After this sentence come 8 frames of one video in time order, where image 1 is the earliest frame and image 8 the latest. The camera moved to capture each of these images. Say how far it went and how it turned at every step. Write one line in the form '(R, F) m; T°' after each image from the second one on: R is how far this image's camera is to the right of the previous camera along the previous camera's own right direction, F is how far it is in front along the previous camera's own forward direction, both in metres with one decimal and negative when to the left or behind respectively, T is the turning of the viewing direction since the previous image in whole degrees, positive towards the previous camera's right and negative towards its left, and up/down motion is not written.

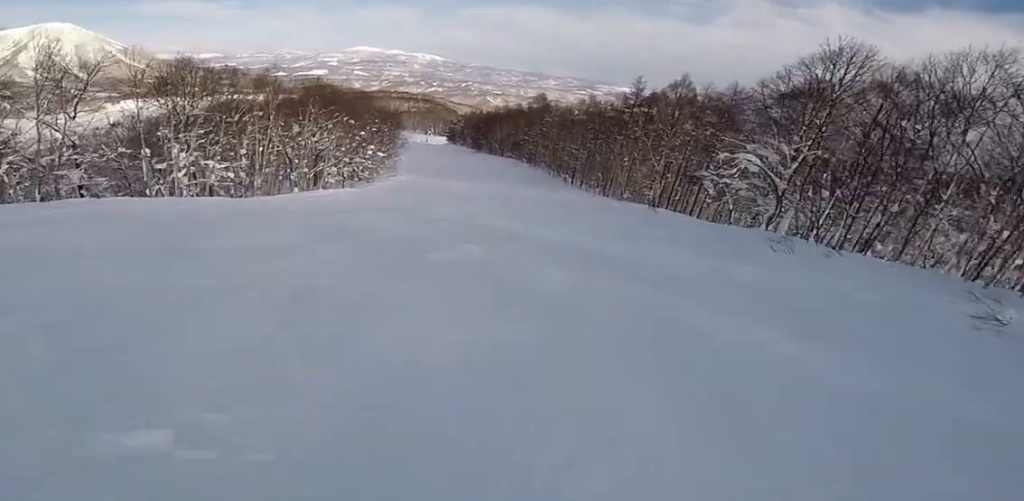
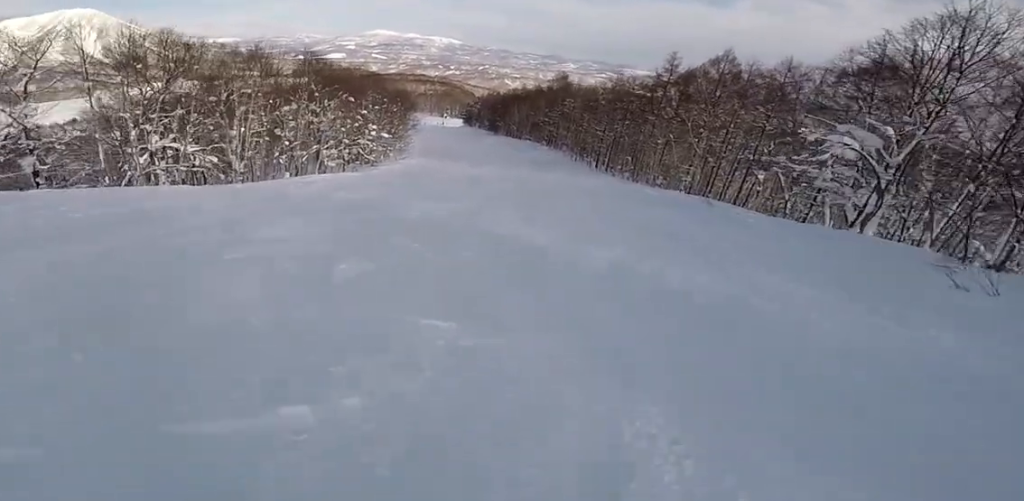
(+0.2, +5.8) m; -3°
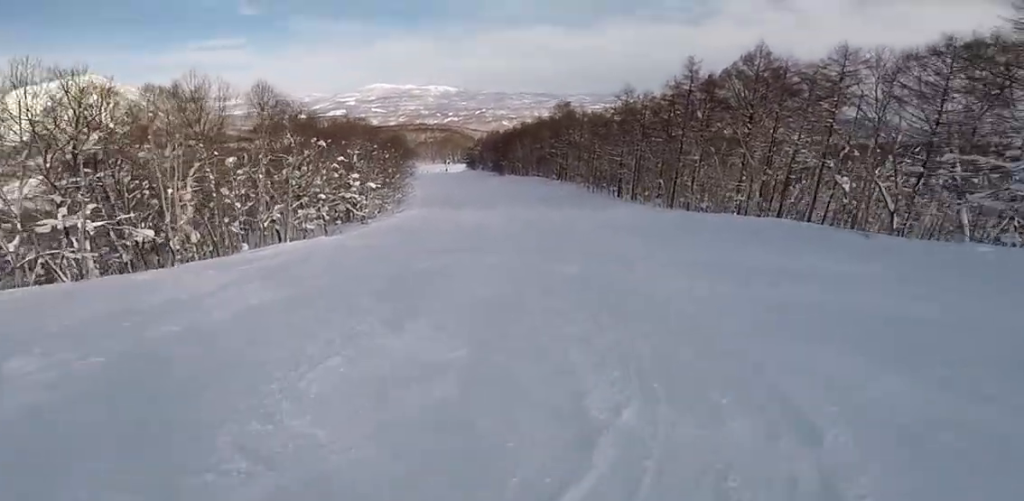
(-0.8, +10.4) m; -1°
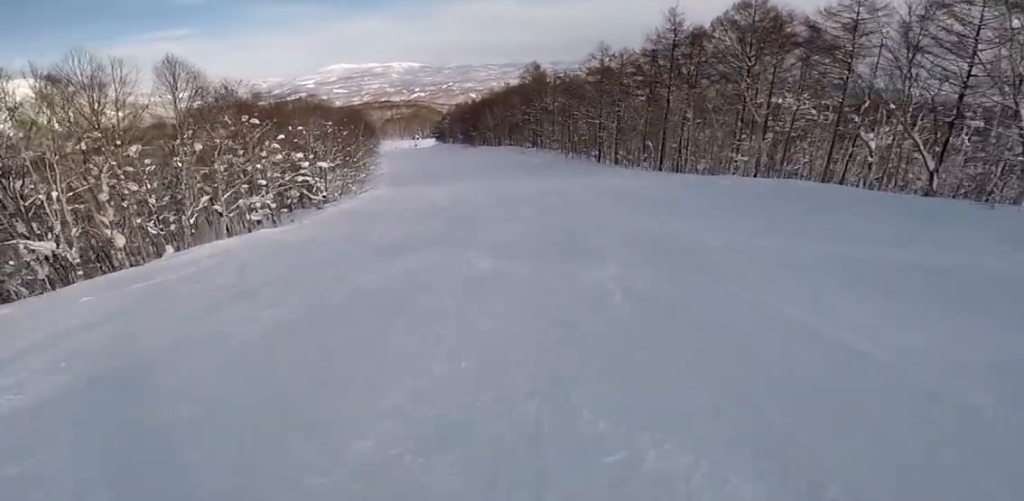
(+0.2, +5.3) m; 0°
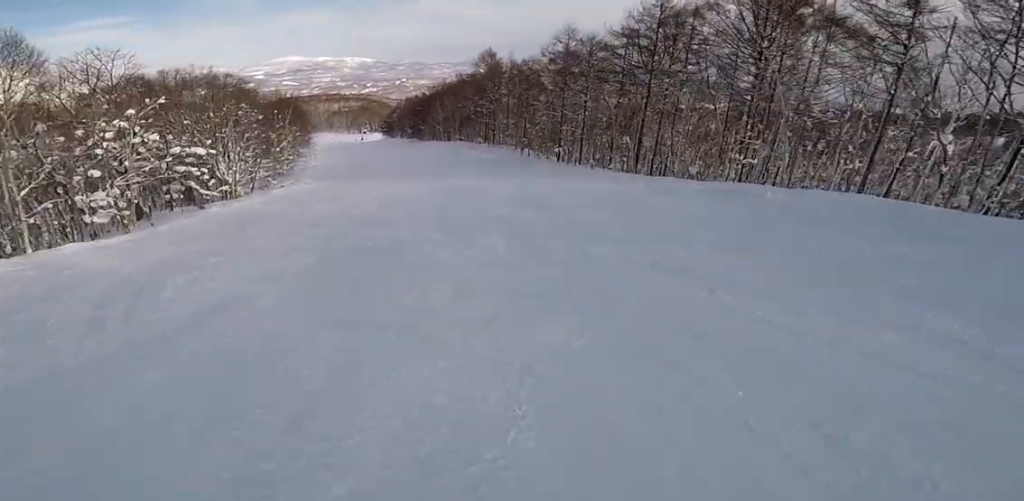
(+0.3, +10.2) m; 0°
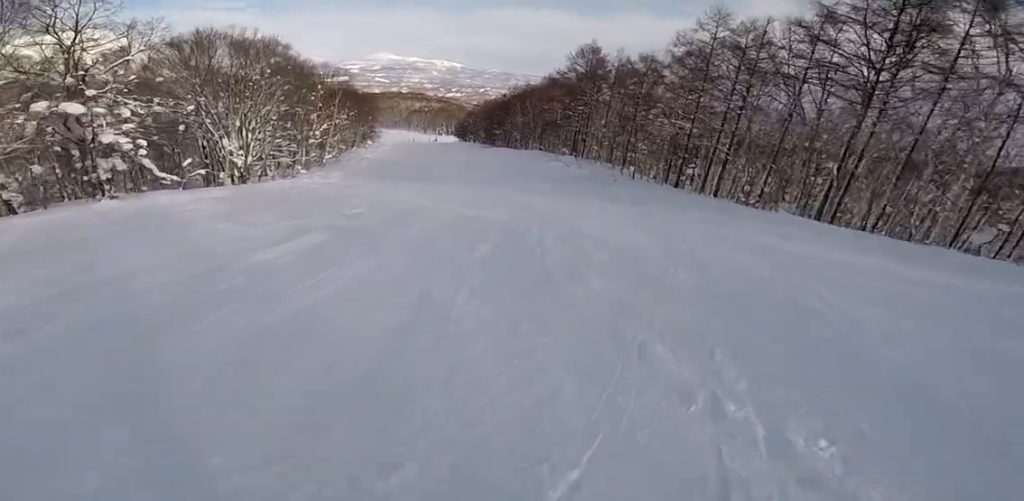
(-0.3, +14.9) m; +1°
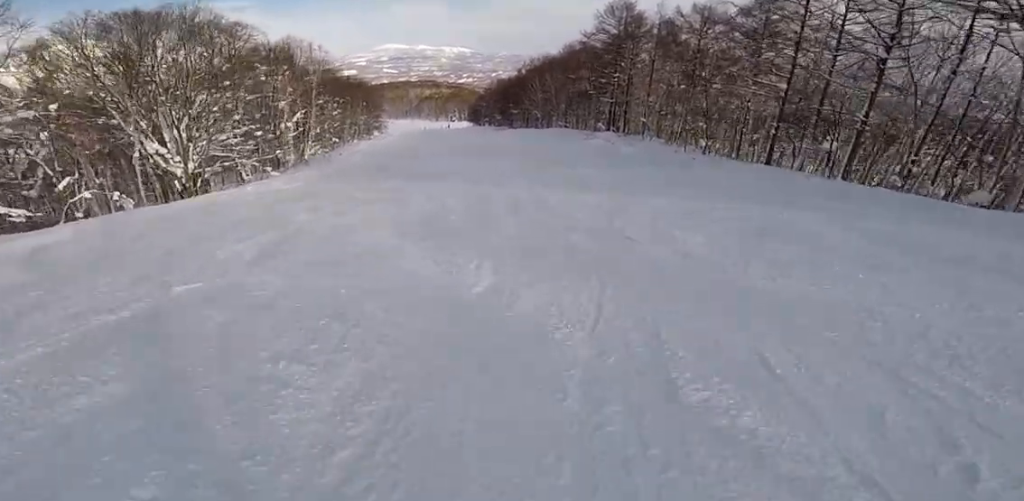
(+0.4, +10.6) m; +1°
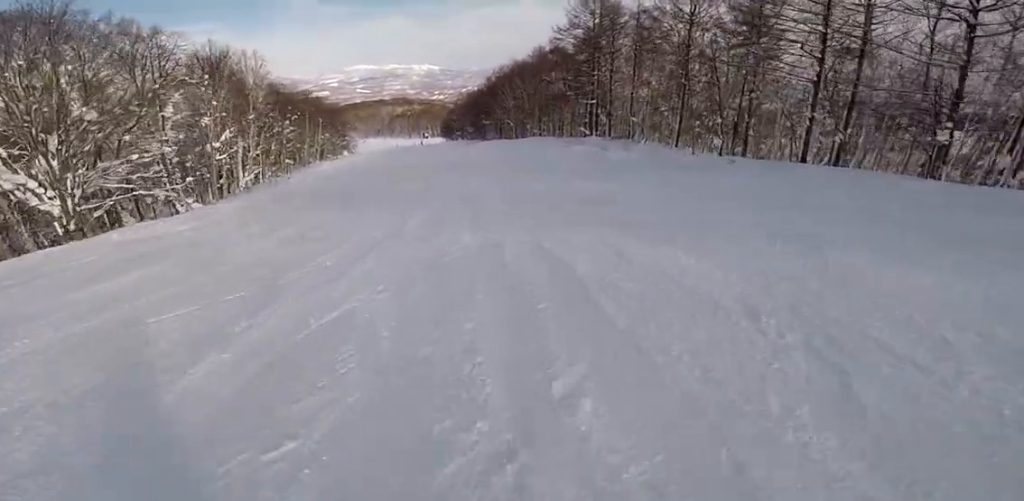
(+0.1, +7.9) m; -2°
